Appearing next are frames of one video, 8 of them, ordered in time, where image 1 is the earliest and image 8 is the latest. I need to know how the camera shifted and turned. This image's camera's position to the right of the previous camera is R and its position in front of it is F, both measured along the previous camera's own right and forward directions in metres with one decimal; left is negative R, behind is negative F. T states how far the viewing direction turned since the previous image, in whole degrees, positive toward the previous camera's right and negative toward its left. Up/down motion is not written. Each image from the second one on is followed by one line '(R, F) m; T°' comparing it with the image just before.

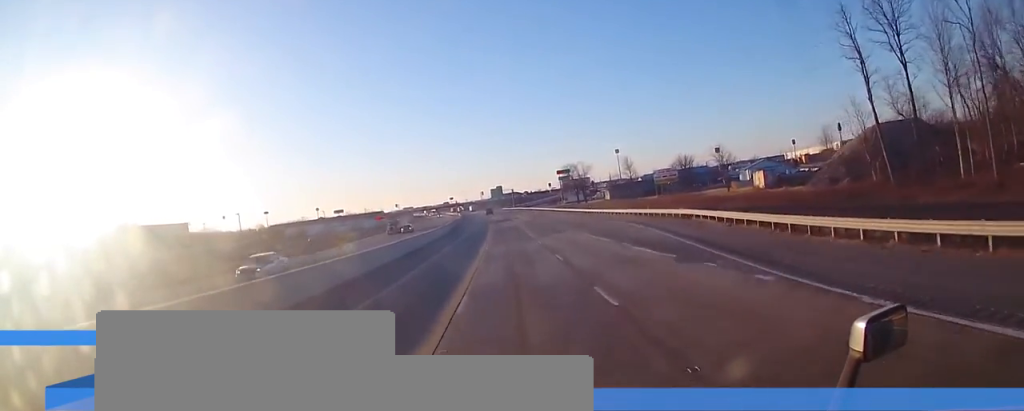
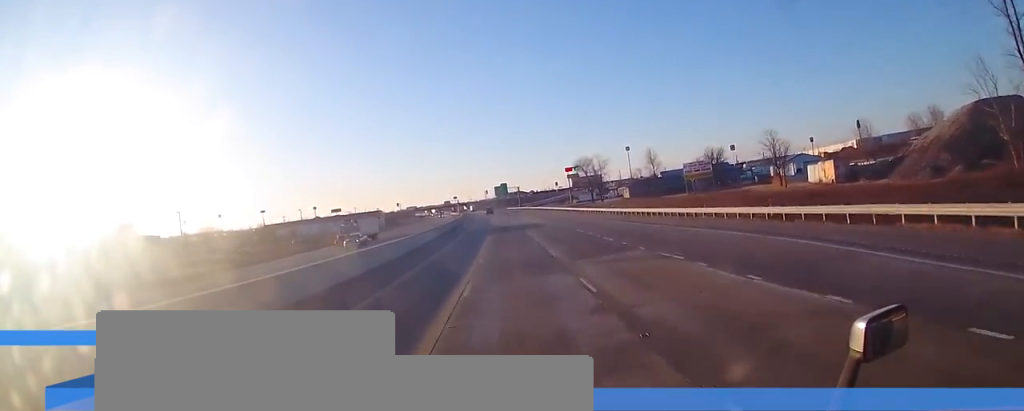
(0.0, +21.6) m; 0°
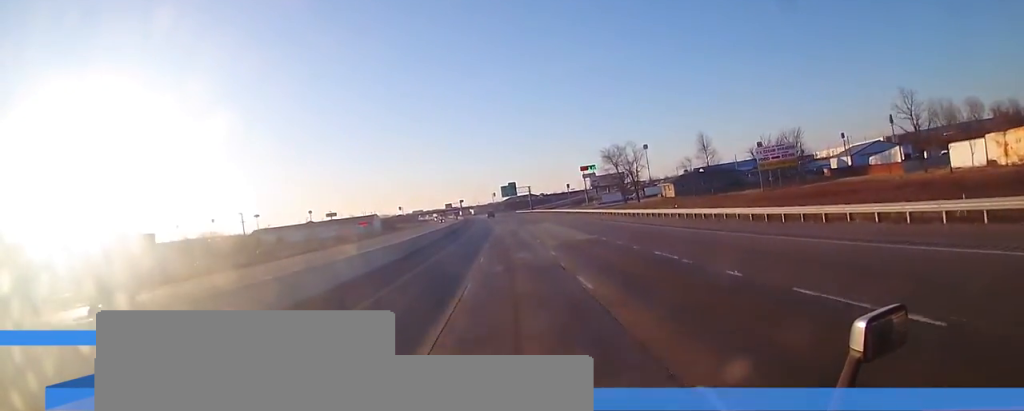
(-0.3, +36.3) m; -1°
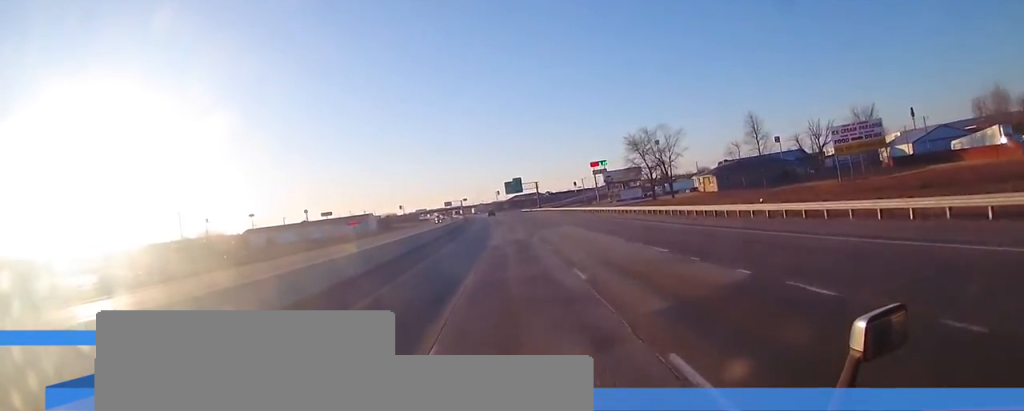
(0.0, +23.7) m; -1°
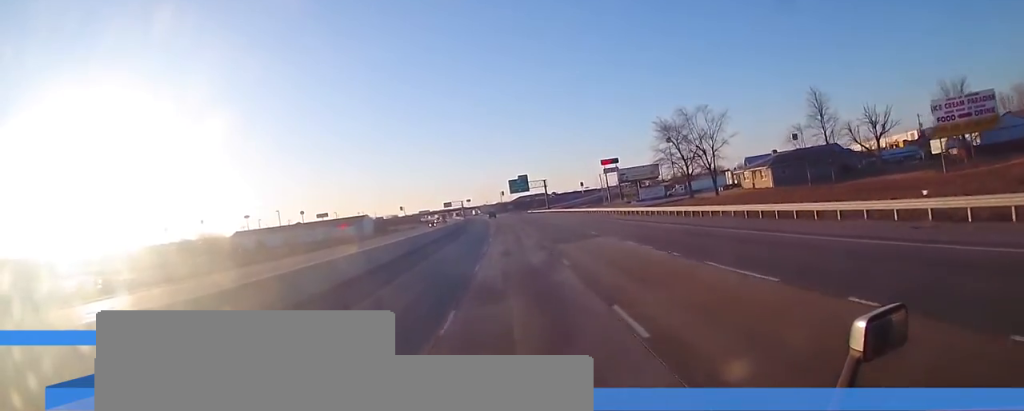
(-0.2, +19.7) m; -1°
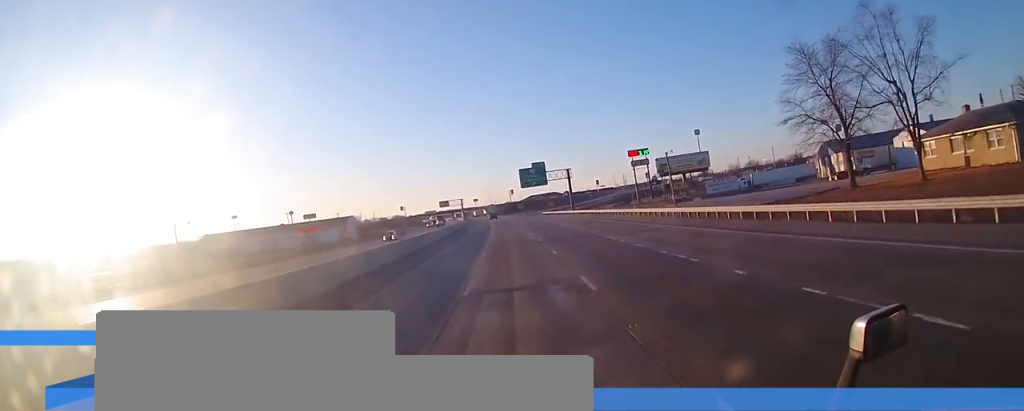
(-0.7, +44.1) m; -1°
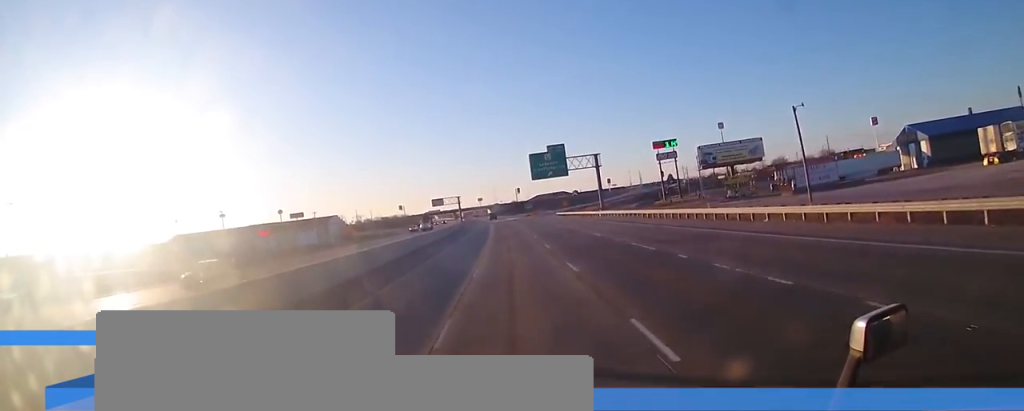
(0.0, +32.3) m; -1°
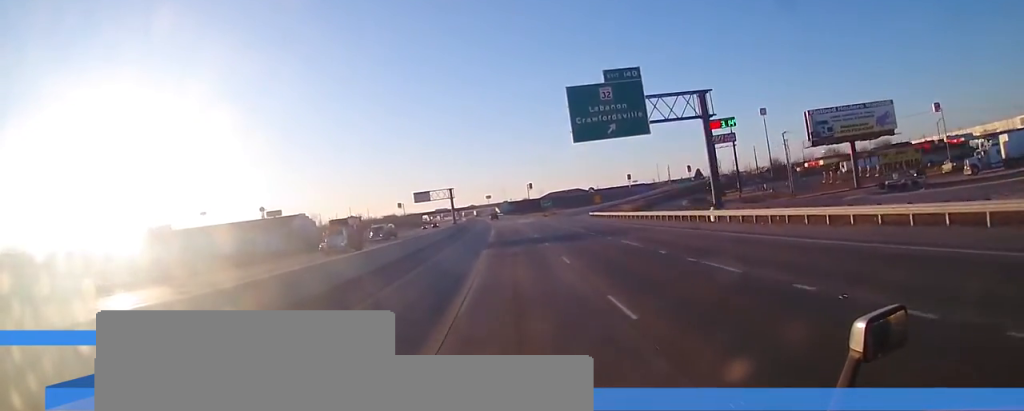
(-0.6, +45.9) m; -1°
